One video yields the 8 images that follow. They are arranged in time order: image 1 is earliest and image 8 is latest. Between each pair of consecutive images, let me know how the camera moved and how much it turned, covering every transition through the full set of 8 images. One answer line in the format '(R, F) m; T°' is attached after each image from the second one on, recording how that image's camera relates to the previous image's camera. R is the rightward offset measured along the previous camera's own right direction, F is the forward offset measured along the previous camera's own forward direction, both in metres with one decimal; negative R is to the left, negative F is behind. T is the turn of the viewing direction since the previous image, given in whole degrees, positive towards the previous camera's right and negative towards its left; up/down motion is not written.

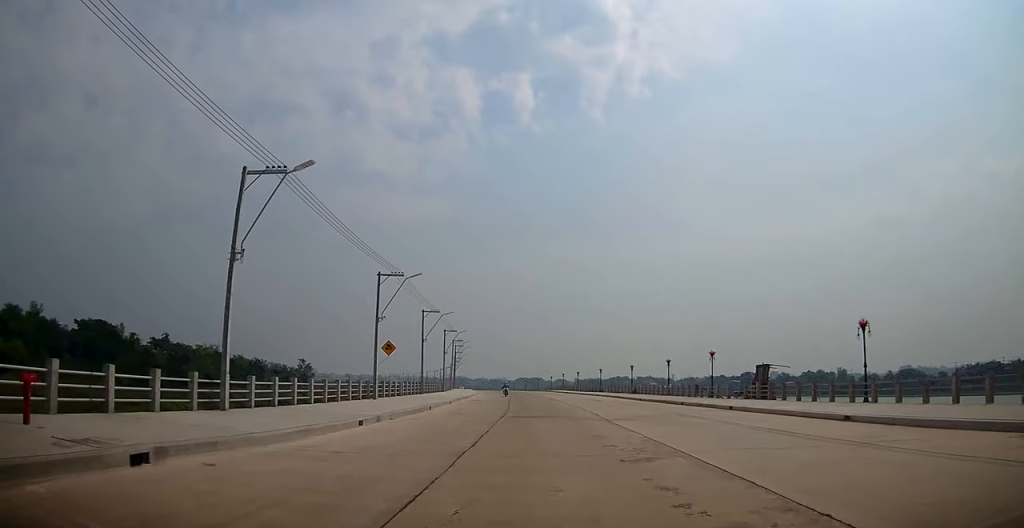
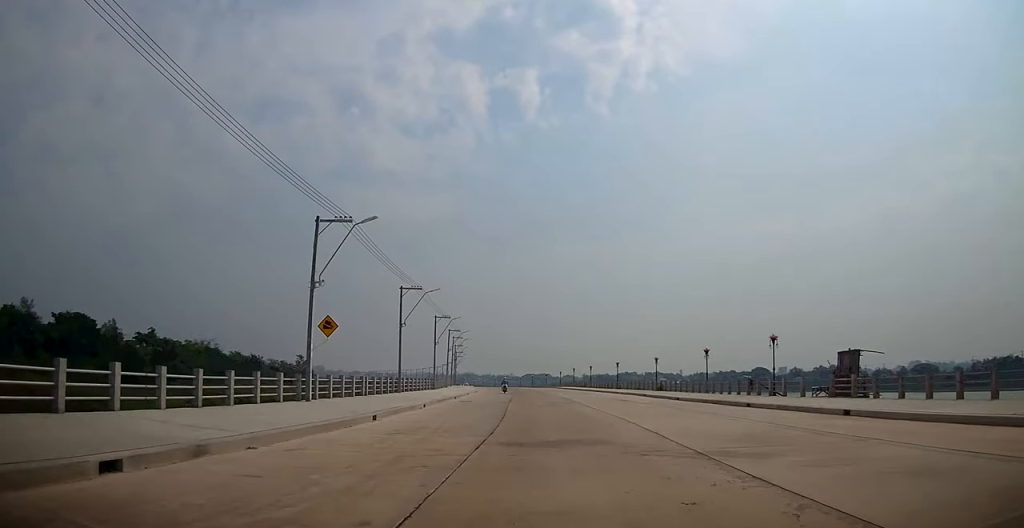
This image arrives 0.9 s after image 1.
(+0.1, +10.2) m; 0°
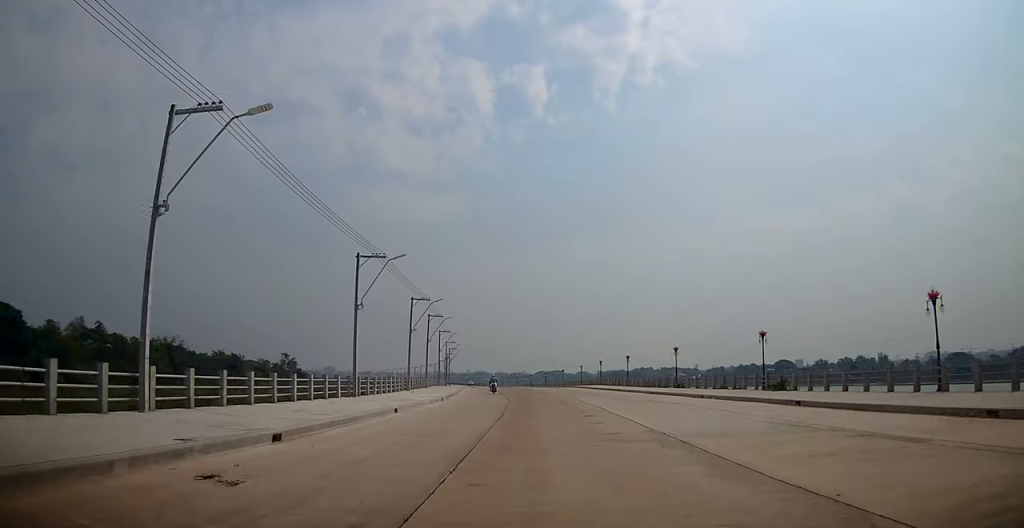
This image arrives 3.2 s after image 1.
(-1.3, +25.9) m; -4°
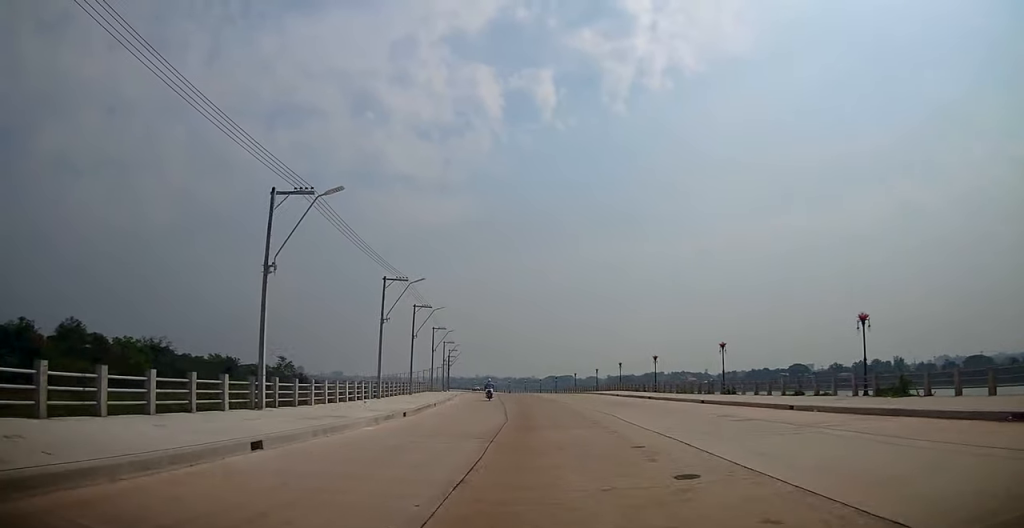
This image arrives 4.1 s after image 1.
(+0.4, +10.5) m; +2°
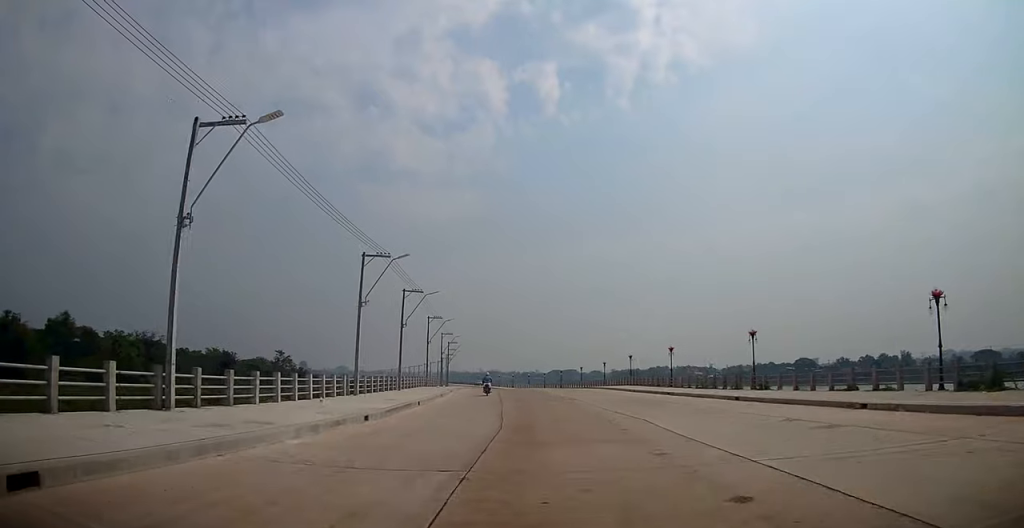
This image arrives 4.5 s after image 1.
(0.0, +5.0) m; +1°
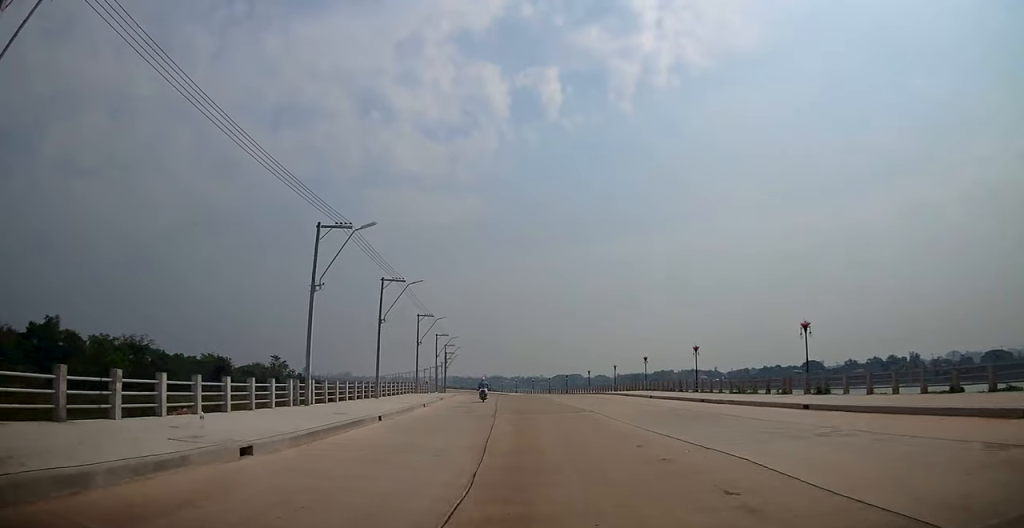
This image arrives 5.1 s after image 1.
(-0.1, +6.8) m; 0°
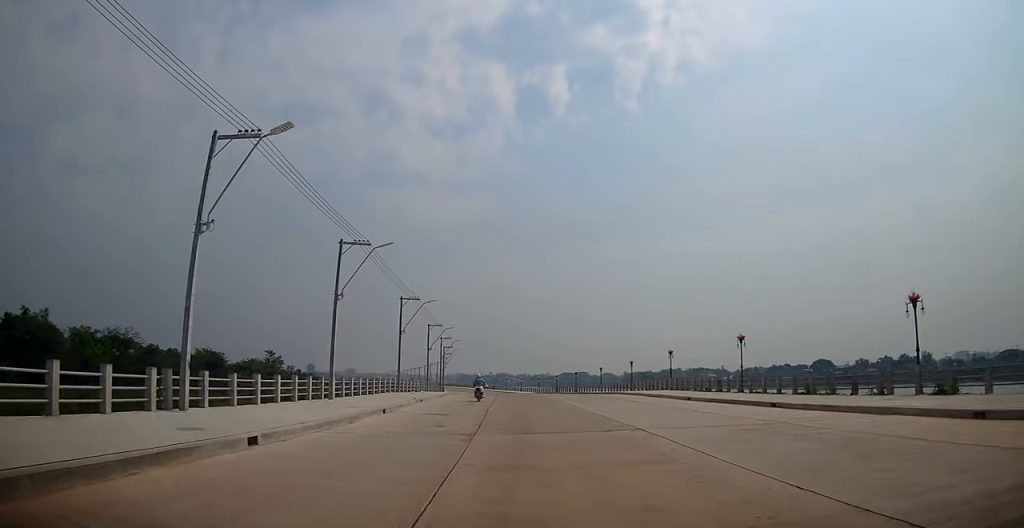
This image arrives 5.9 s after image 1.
(+0.1, +8.7) m; 0°
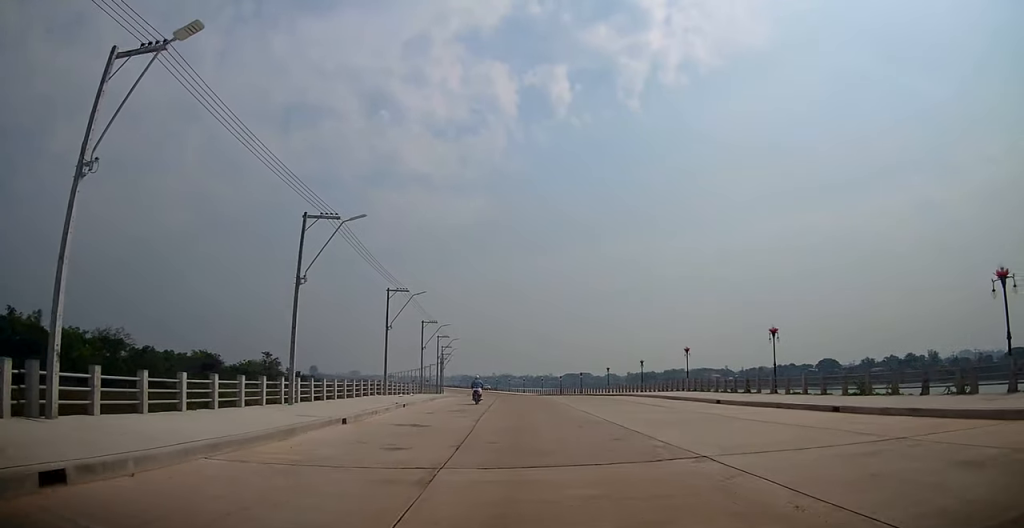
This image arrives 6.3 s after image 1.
(+0.1, +4.8) m; 0°
